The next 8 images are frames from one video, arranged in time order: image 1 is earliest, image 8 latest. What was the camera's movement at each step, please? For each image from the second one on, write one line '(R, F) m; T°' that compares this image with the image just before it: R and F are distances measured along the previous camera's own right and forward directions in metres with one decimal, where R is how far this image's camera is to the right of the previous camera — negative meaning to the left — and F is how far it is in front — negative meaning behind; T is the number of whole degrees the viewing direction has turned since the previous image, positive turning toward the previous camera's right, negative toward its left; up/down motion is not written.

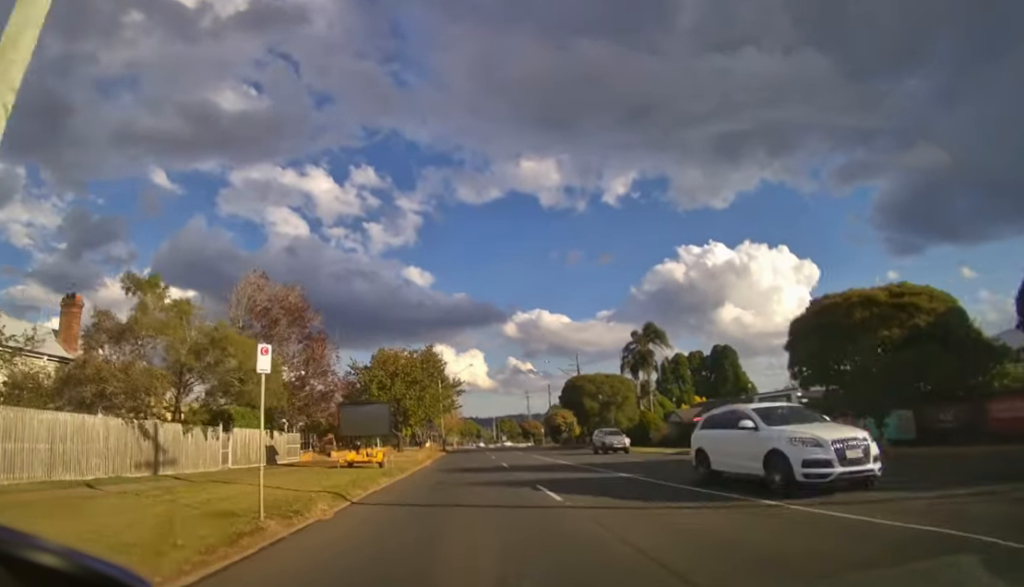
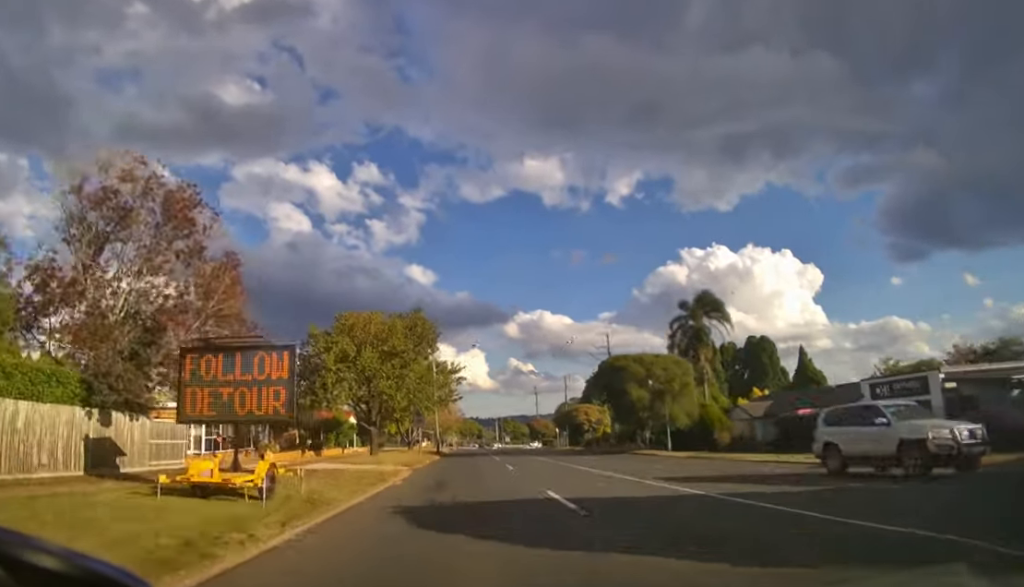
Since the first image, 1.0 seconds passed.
(0.0, +13.3) m; 0°
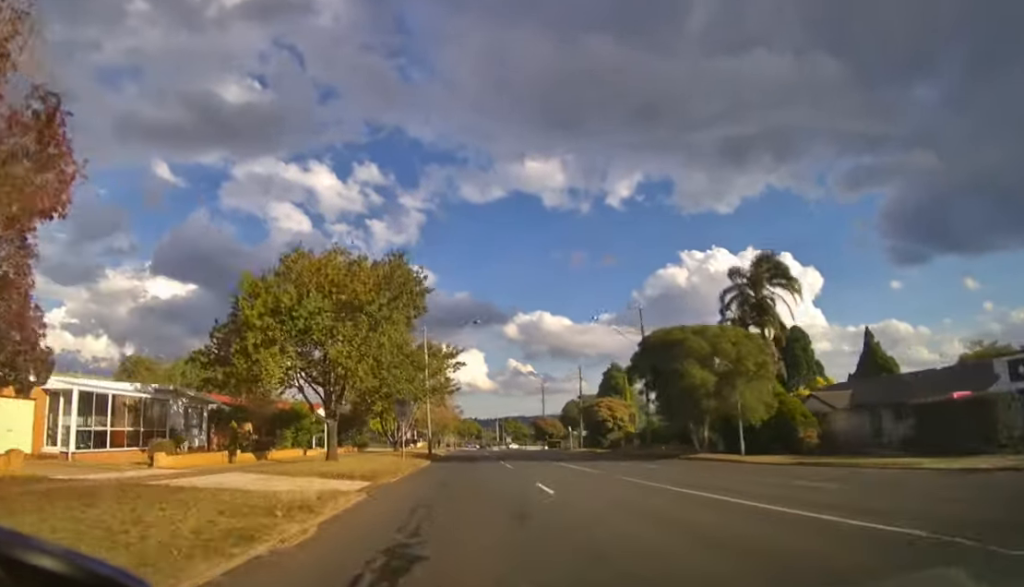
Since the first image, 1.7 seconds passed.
(0.0, +10.4) m; 0°
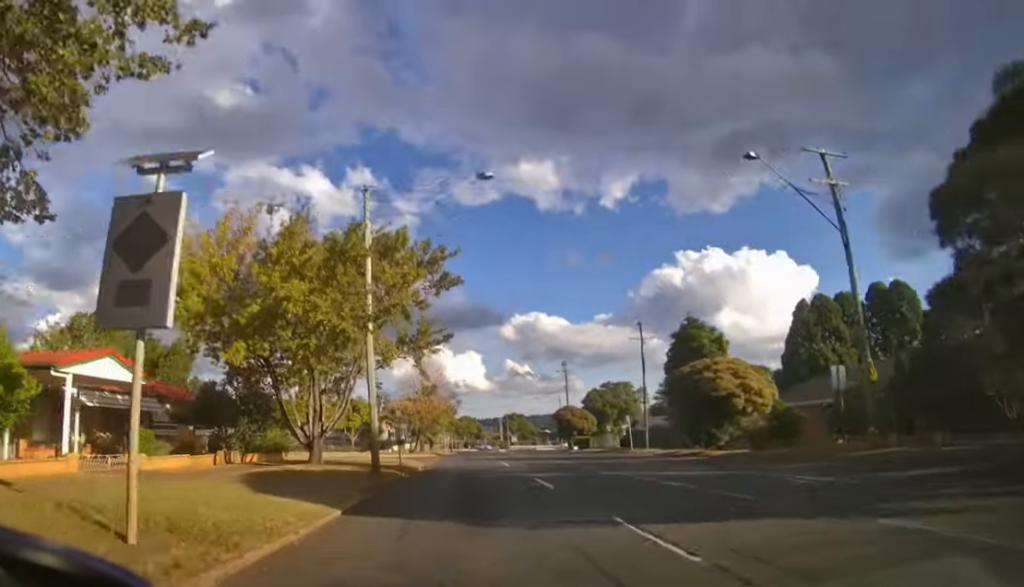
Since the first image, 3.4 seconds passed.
(0.0, +24.1) m; 0°
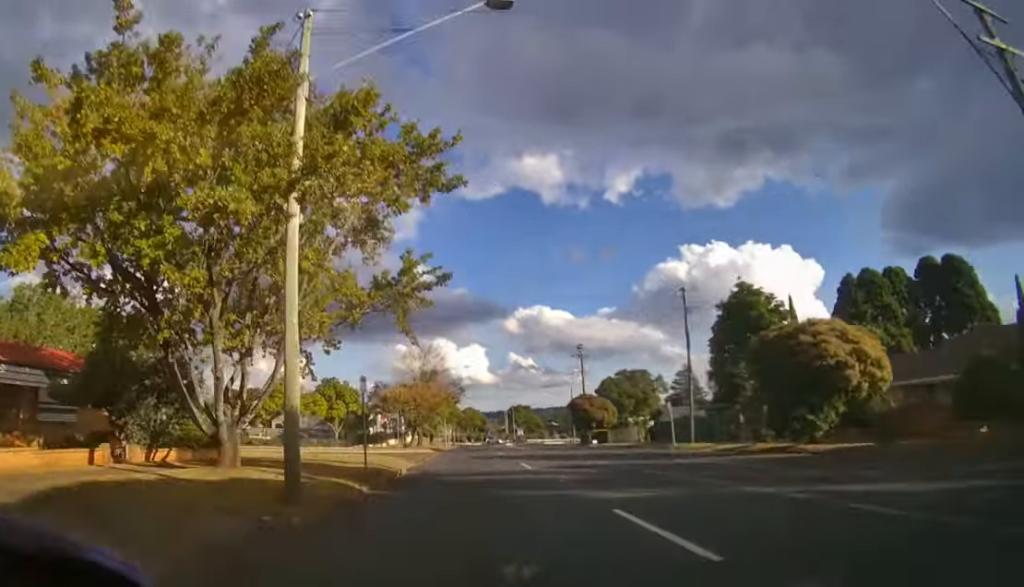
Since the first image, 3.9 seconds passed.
(0.0, +8.4) m; 0°
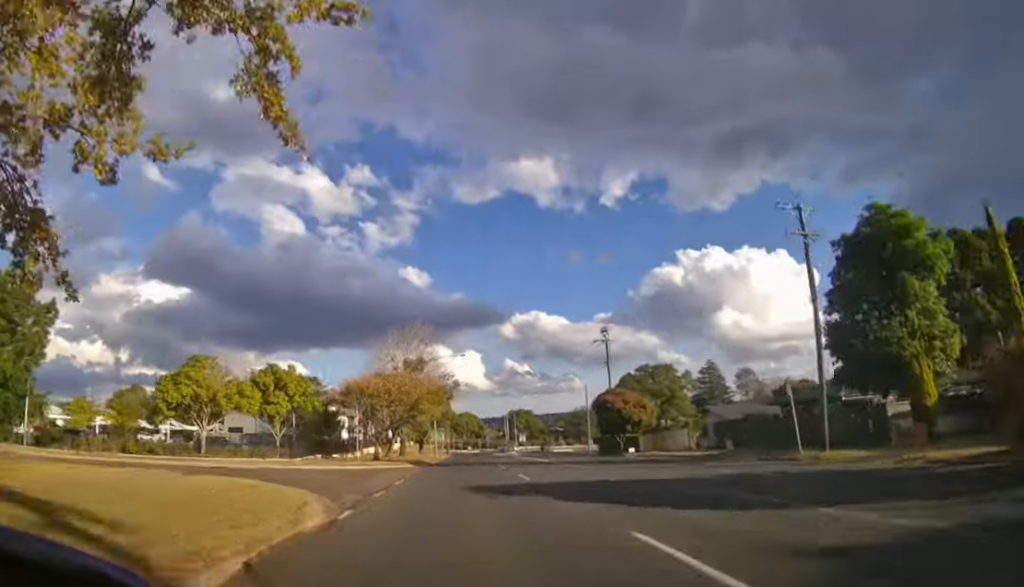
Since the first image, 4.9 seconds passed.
(+0.1, +14.5) m; 0°
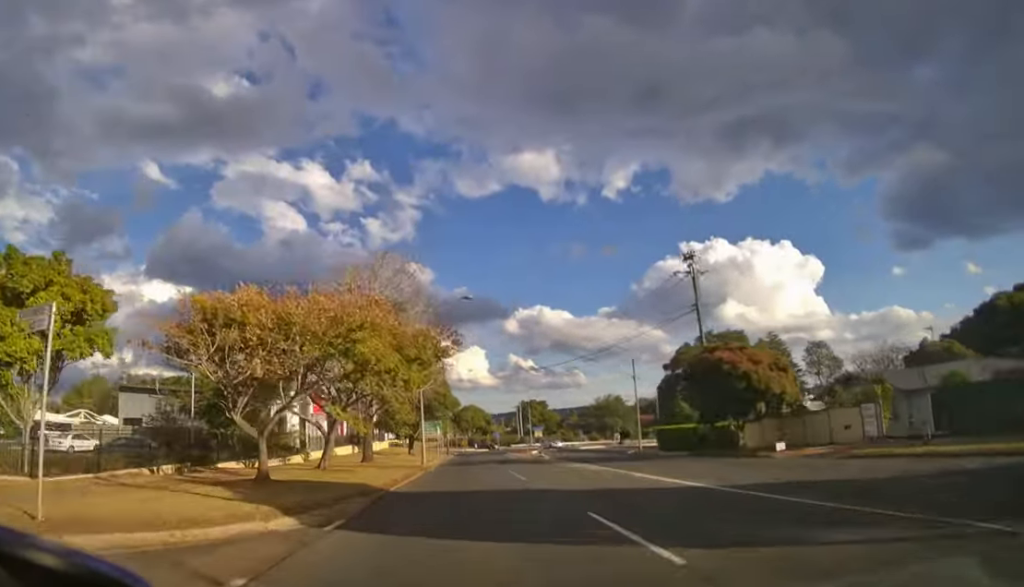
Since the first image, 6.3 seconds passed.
(+0.1, +21.6) m; 0°
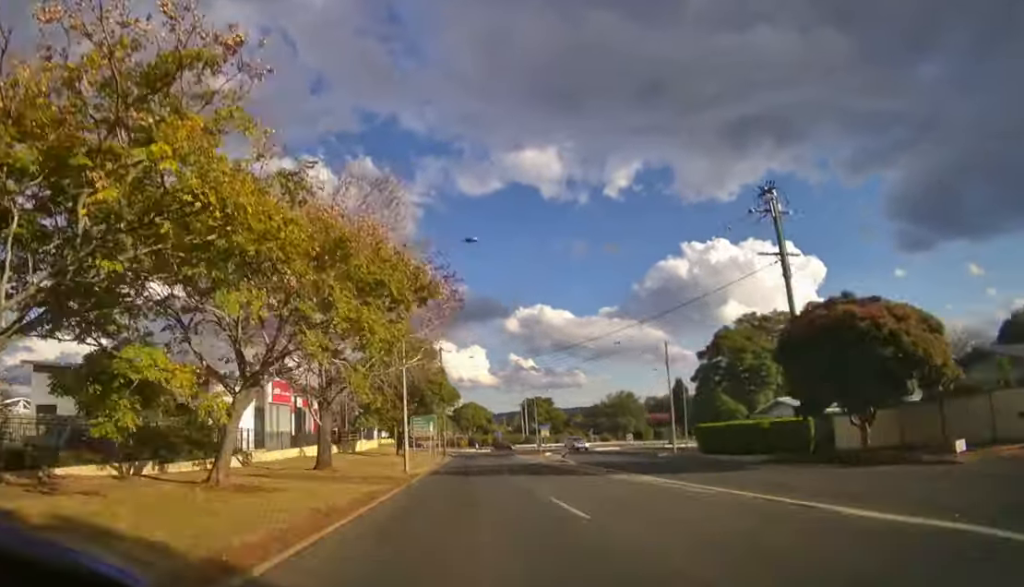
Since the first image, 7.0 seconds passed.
(0.0, +10.0) m; 0°
